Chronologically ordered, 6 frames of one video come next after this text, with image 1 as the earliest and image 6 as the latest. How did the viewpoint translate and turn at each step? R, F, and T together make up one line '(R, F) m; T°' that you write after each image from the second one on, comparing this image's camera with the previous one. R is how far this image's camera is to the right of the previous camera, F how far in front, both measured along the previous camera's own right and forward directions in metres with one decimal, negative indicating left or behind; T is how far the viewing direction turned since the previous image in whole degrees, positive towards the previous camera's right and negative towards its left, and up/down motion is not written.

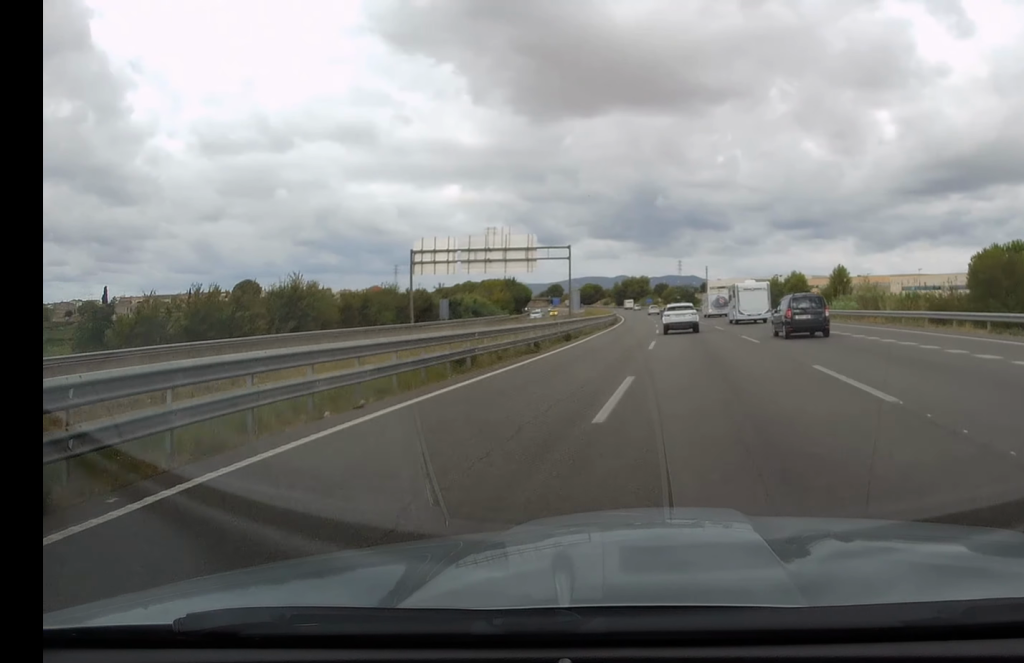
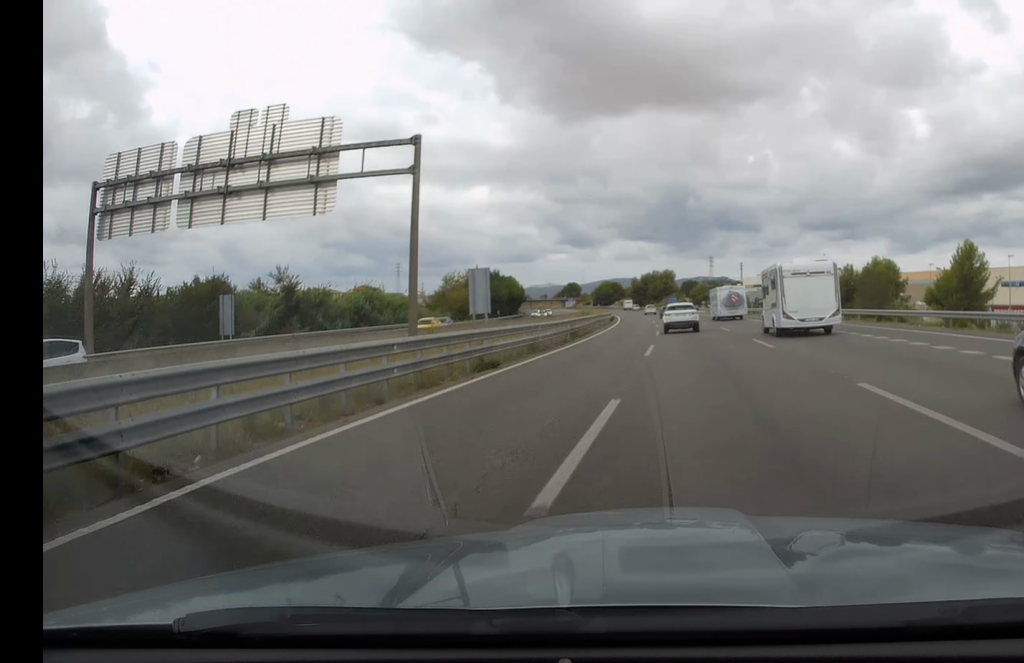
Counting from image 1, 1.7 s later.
(-1.5, +55.1) m; -2°
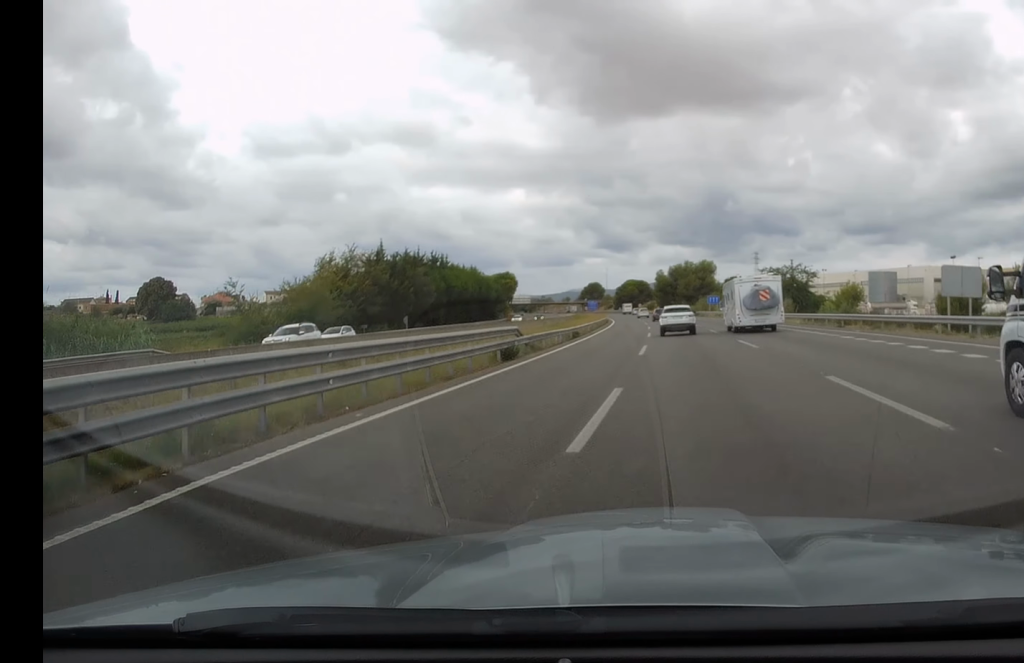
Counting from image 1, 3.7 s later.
(-1.1, +66.3) m; -3°
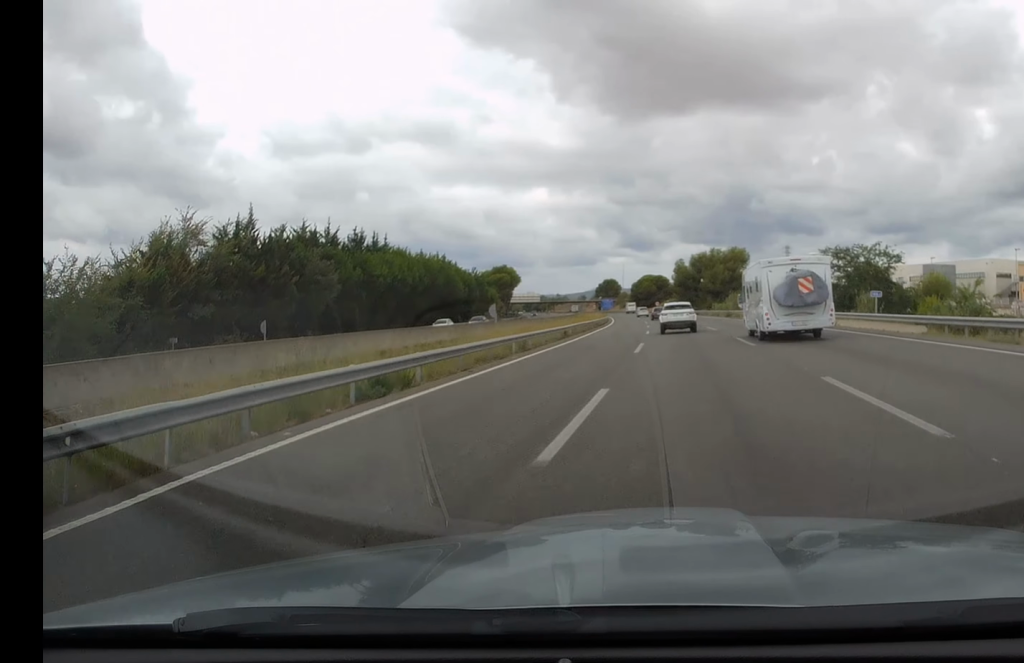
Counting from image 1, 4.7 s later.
(-1.1, +34.4) m; -2°
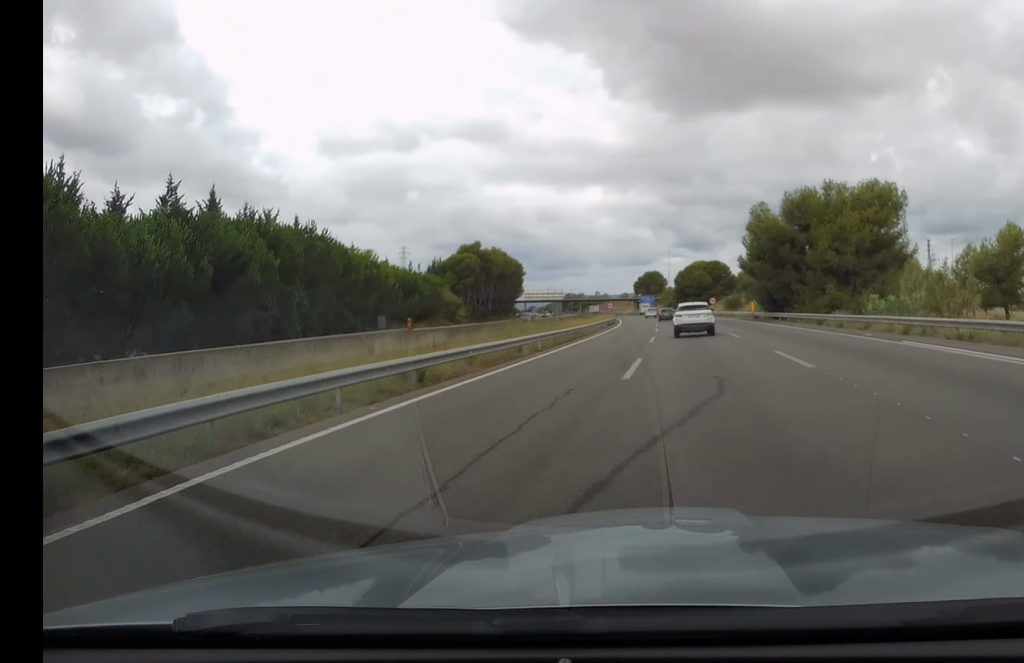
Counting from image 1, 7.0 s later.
(-2.2, +76.3) m; -4°
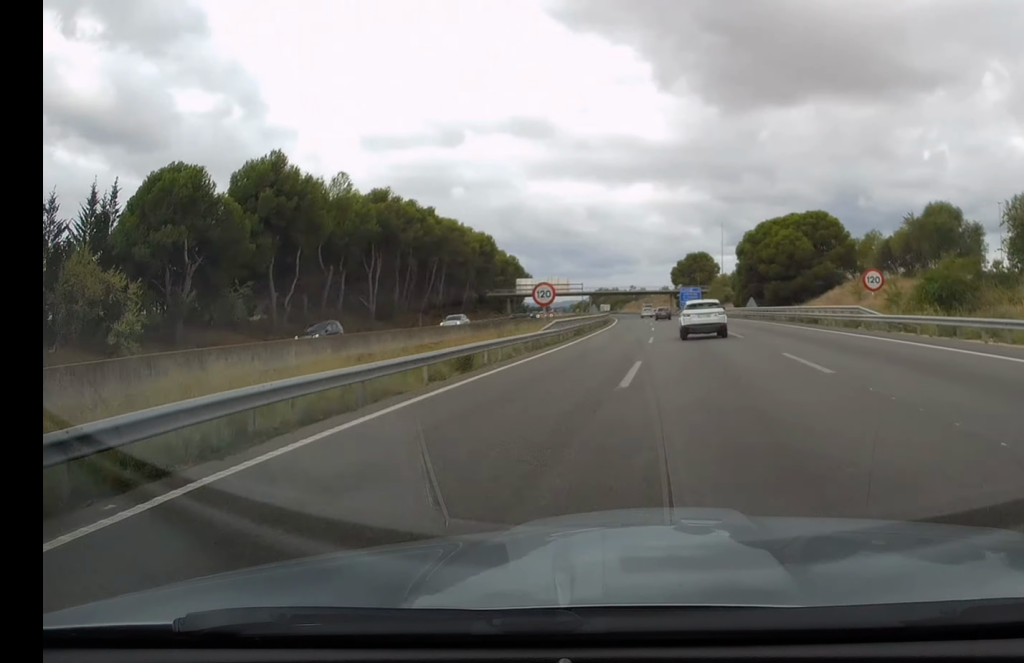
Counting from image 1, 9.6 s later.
(-3.1, +86.4) m; -4°
